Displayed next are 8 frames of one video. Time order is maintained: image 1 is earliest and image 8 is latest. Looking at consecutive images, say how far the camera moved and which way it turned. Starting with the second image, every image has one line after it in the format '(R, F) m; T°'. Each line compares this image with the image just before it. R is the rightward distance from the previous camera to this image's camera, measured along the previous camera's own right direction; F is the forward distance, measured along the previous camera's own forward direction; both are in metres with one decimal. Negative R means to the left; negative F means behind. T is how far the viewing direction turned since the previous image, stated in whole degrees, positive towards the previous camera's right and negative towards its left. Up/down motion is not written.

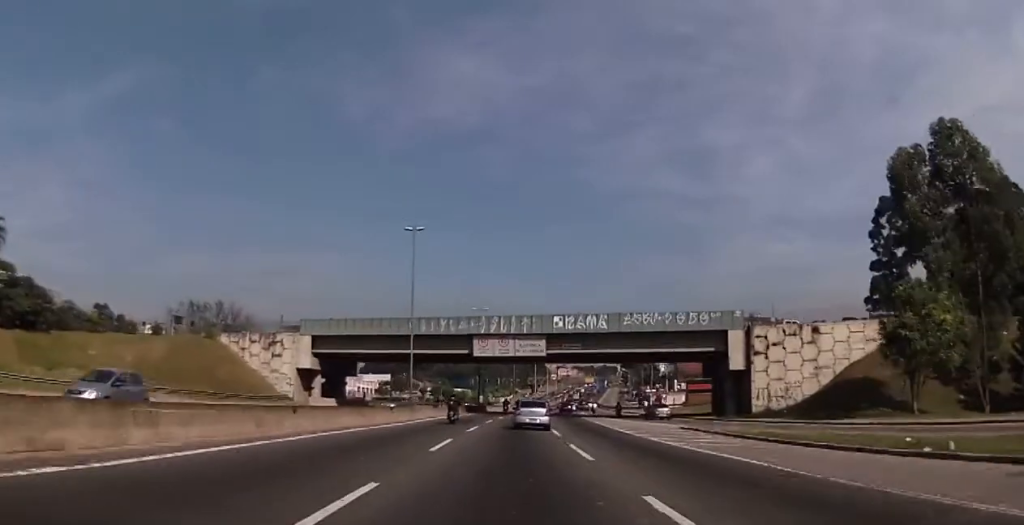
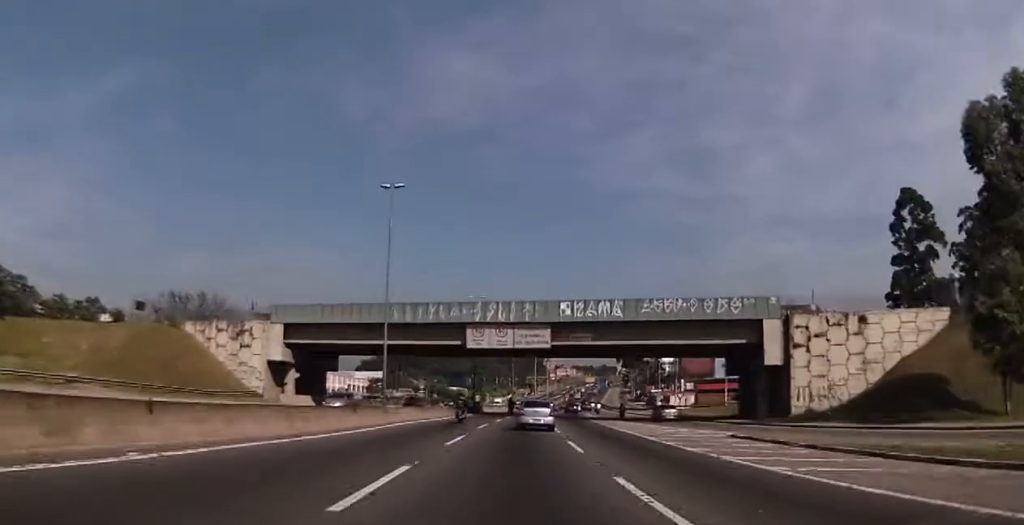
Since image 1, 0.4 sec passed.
(0.0, +9.2) m; 0°
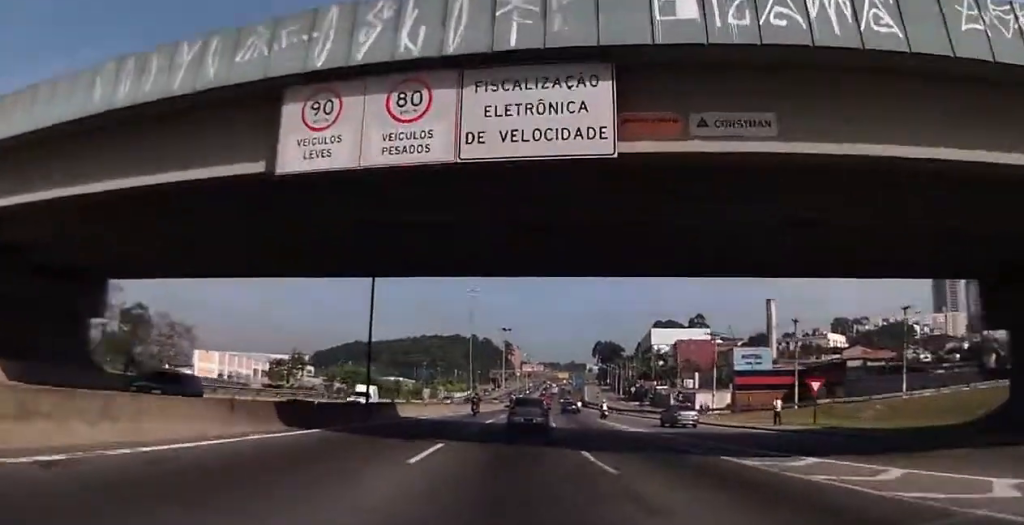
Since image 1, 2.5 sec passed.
(+0.5, +42.5) m; +1°
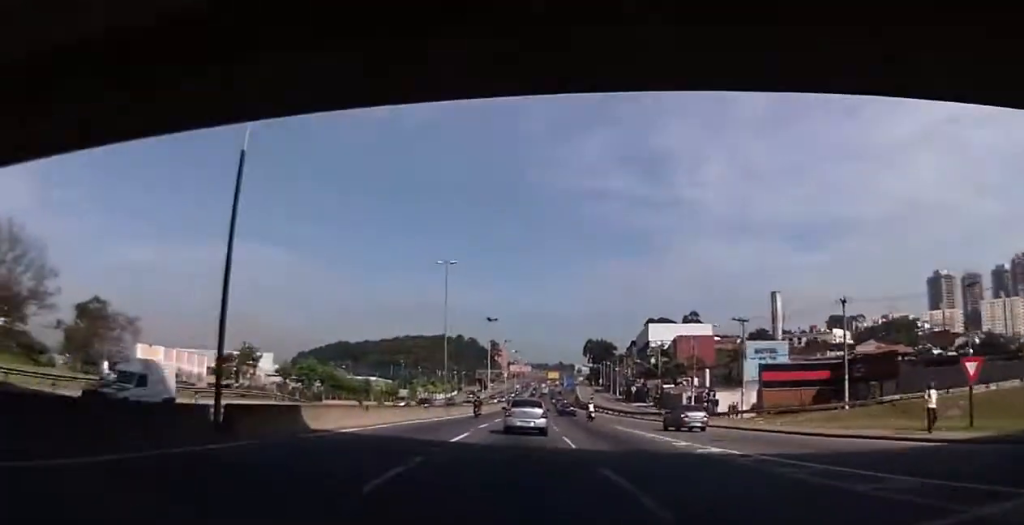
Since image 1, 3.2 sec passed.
(+0.1, +13.9) m; 0°
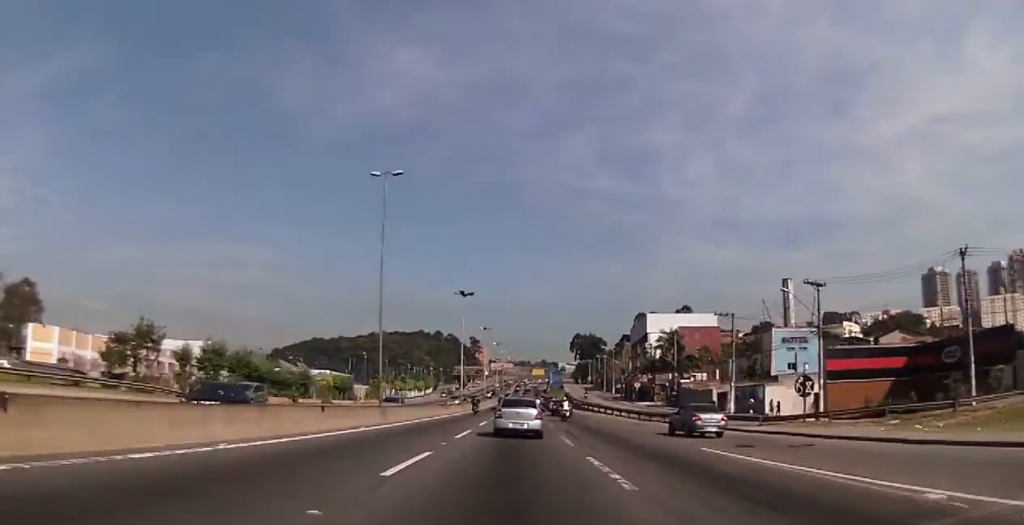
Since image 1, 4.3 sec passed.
(0.0, +20.9) m; +2°
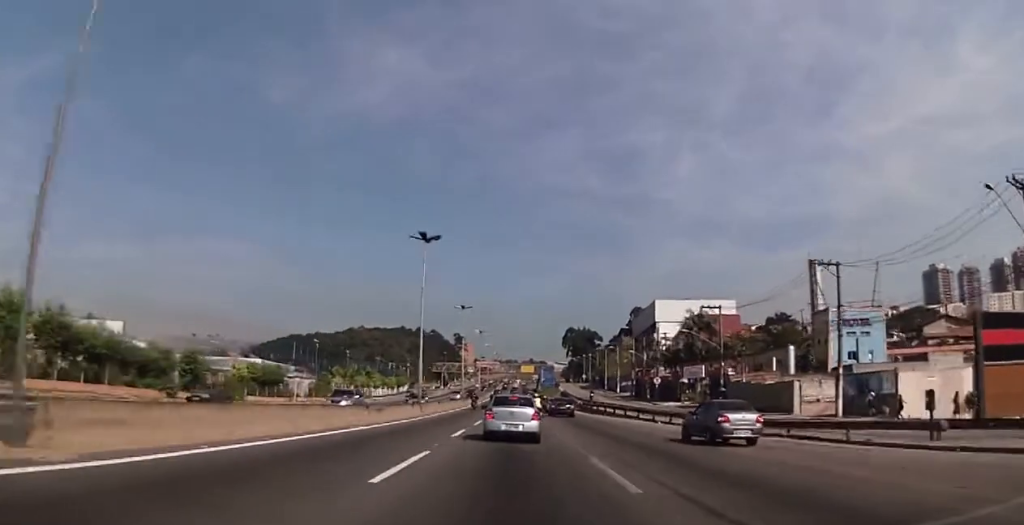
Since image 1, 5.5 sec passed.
(+0.8, +24.8) m; +2°
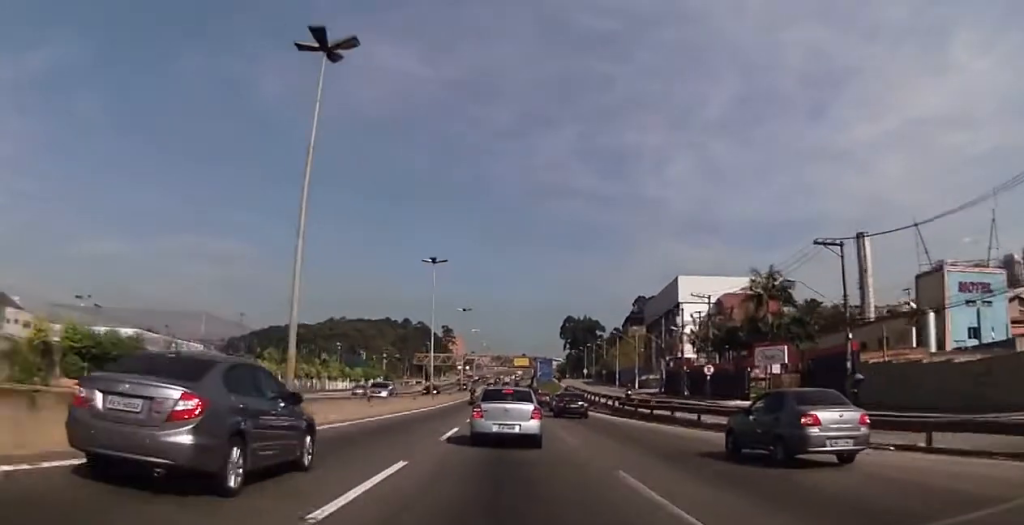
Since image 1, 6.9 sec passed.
(+0.3, +28.4) m; +2°
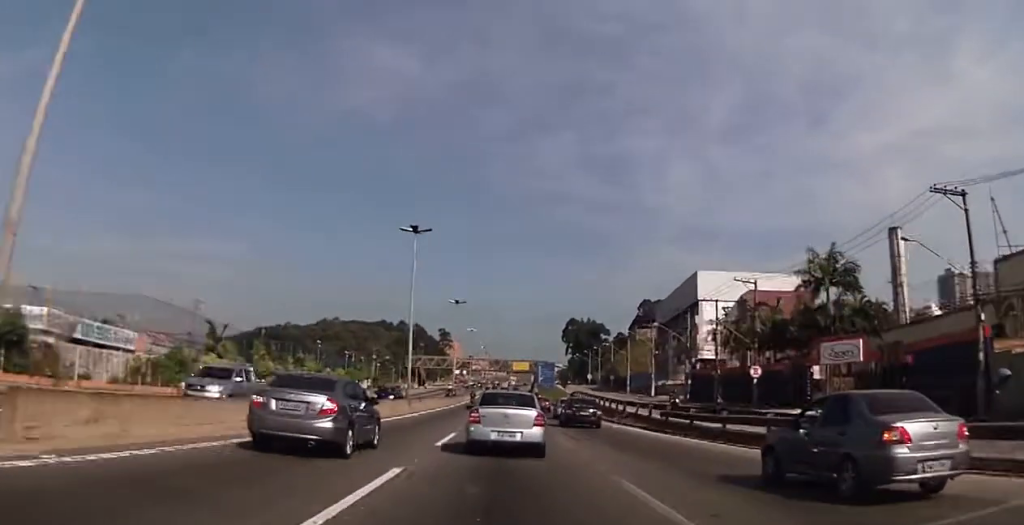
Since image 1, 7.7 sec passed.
(+0.3, +14.6) m; +1°
